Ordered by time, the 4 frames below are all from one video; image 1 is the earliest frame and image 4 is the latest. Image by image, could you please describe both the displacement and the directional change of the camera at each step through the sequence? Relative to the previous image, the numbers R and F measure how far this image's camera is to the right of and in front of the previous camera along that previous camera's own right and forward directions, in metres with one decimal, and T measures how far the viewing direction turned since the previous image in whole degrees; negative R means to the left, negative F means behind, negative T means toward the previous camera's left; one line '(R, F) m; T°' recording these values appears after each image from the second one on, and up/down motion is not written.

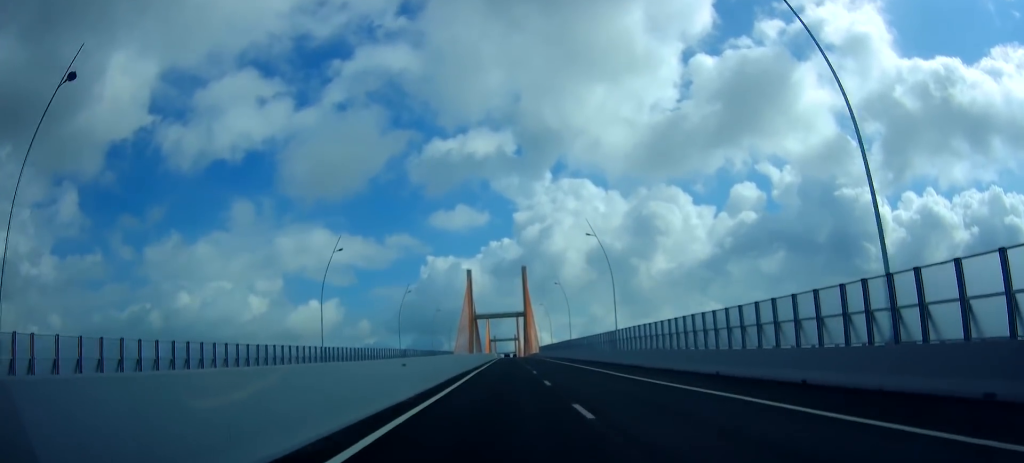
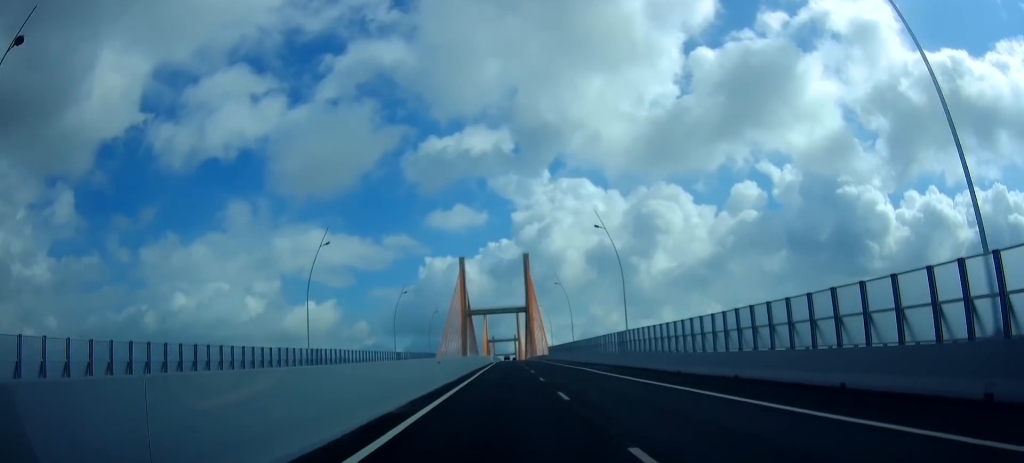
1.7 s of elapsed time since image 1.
(+1.6, +41.6) m; +2°
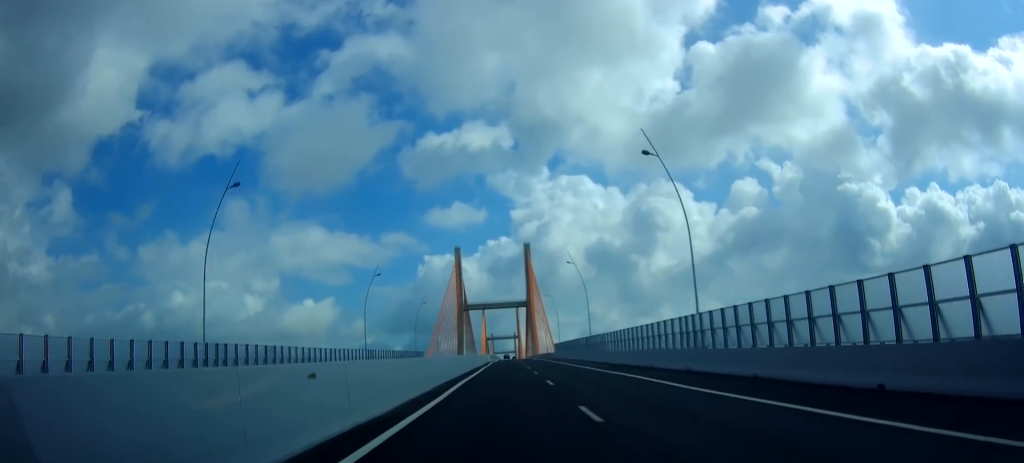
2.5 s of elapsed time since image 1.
(-0.2, +18.4) m; -1°
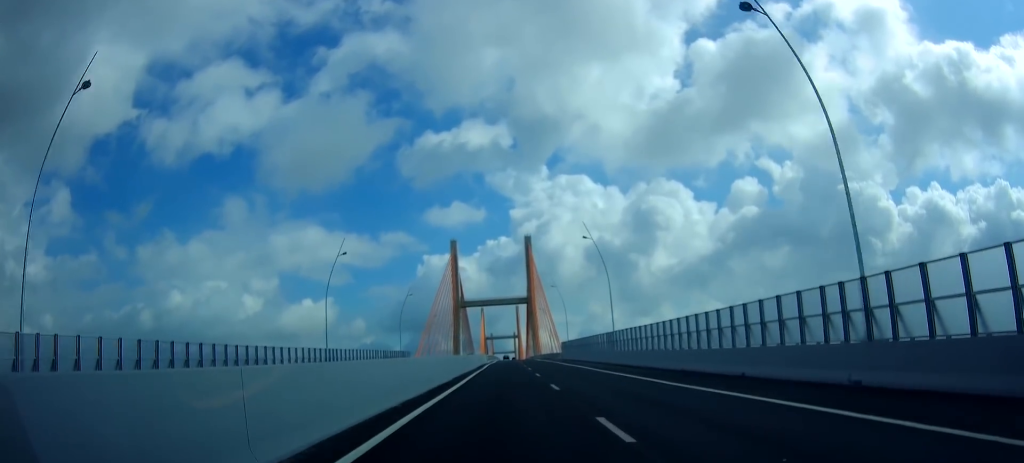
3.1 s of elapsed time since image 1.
(-0.1, +15.2) m; 0°
